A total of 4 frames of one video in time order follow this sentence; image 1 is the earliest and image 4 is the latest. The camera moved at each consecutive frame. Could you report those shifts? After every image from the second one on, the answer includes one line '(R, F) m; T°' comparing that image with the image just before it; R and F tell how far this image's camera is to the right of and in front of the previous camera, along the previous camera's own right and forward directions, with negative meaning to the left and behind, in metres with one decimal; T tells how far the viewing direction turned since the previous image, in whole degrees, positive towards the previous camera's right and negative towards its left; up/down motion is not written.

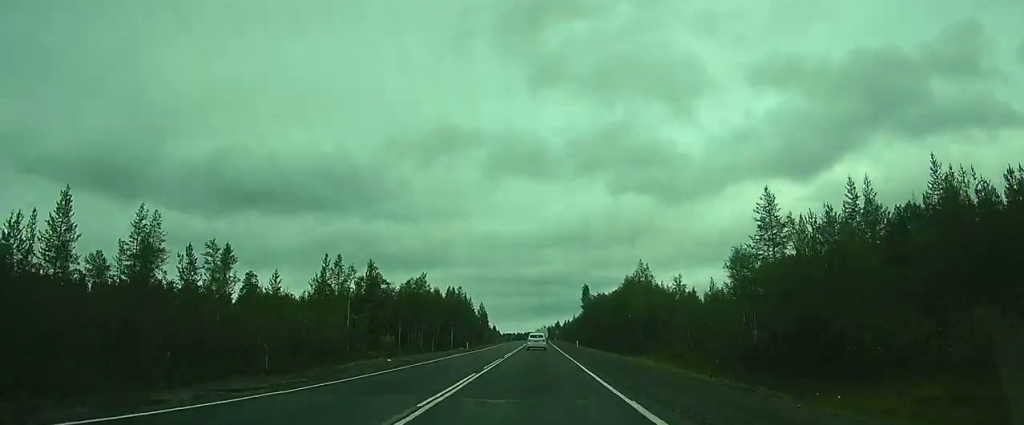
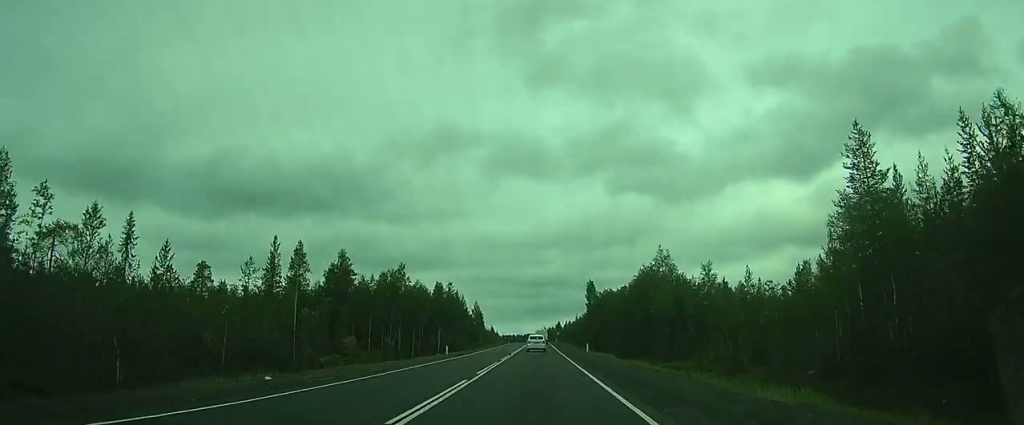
(-0.1, +13.7) m; 0°
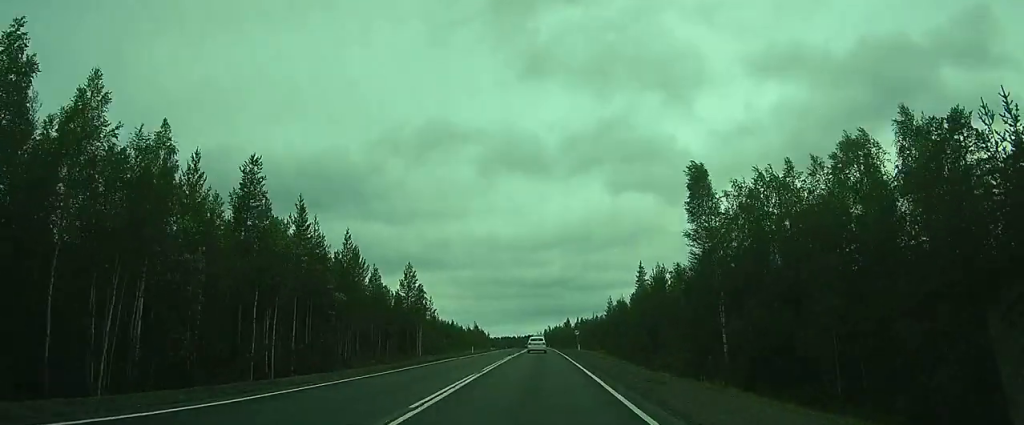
(+1.4, +80.8) m; +1°
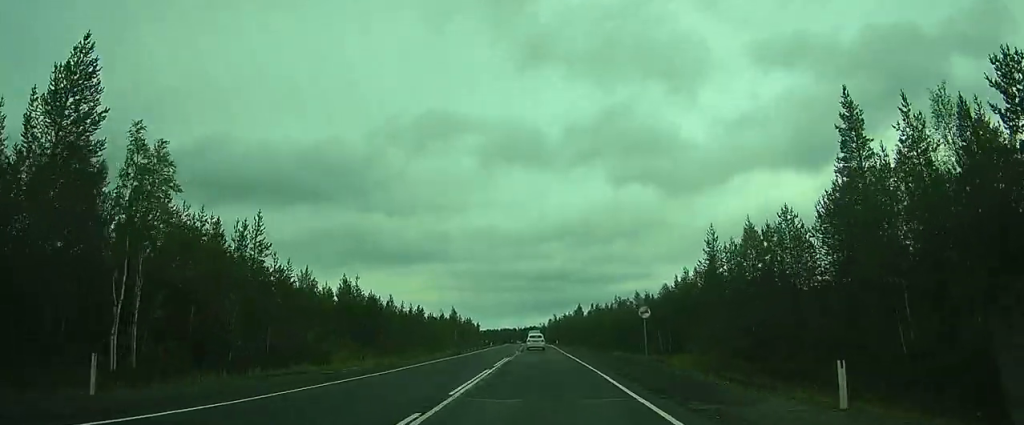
(-0.5, +57.0) m; -1°
